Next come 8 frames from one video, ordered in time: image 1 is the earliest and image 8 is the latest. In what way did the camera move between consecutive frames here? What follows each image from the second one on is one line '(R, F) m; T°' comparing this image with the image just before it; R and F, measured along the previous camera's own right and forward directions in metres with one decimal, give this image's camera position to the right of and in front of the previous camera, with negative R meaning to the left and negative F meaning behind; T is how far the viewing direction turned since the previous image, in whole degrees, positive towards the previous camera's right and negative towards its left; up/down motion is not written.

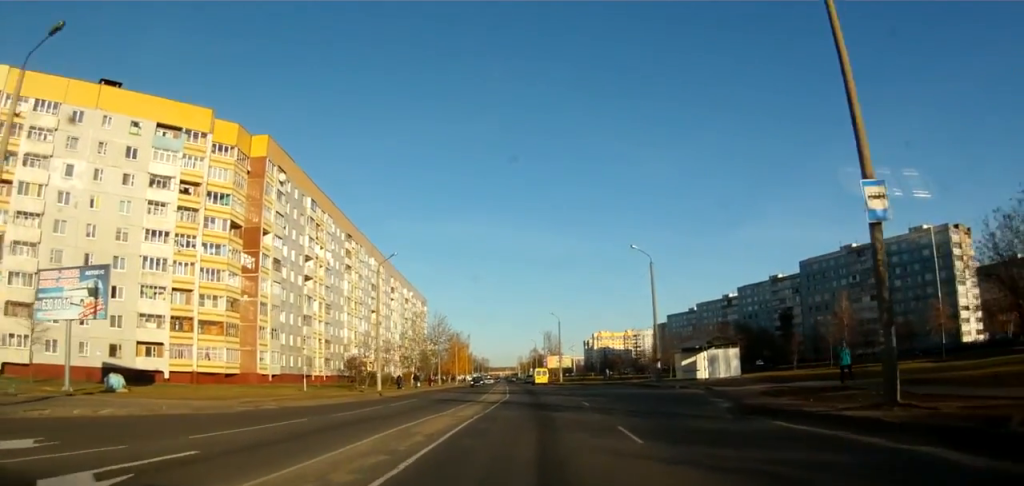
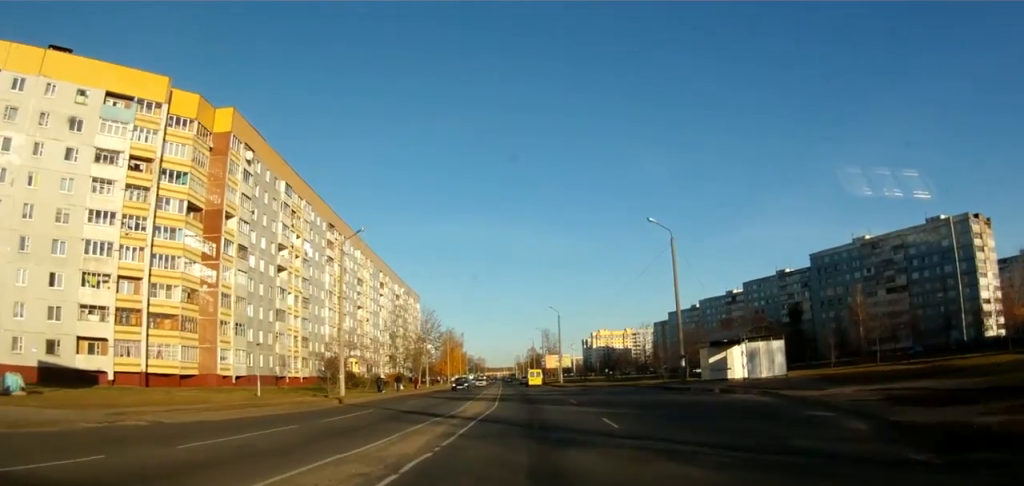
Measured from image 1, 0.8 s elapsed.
(0.0, +8.7) m; -2°
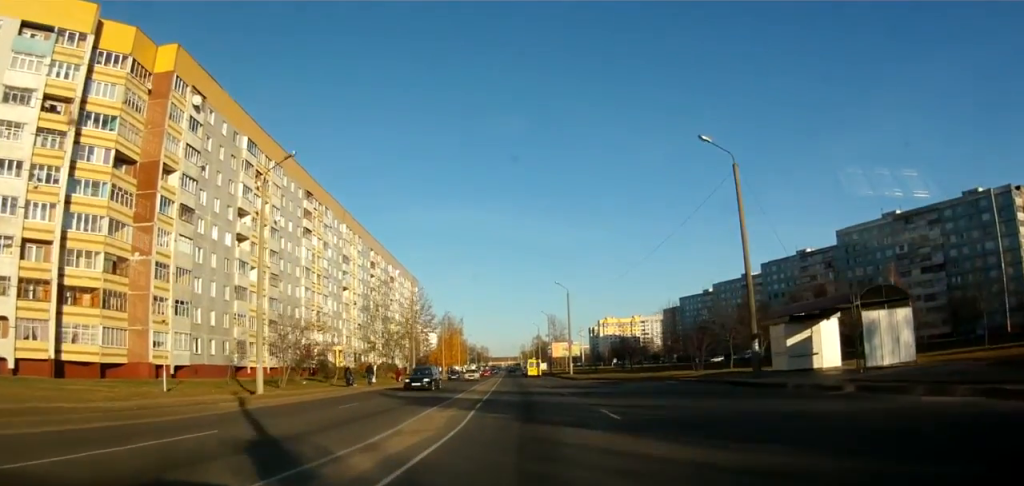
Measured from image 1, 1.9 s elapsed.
(-0.6, +12.6) m; -3°
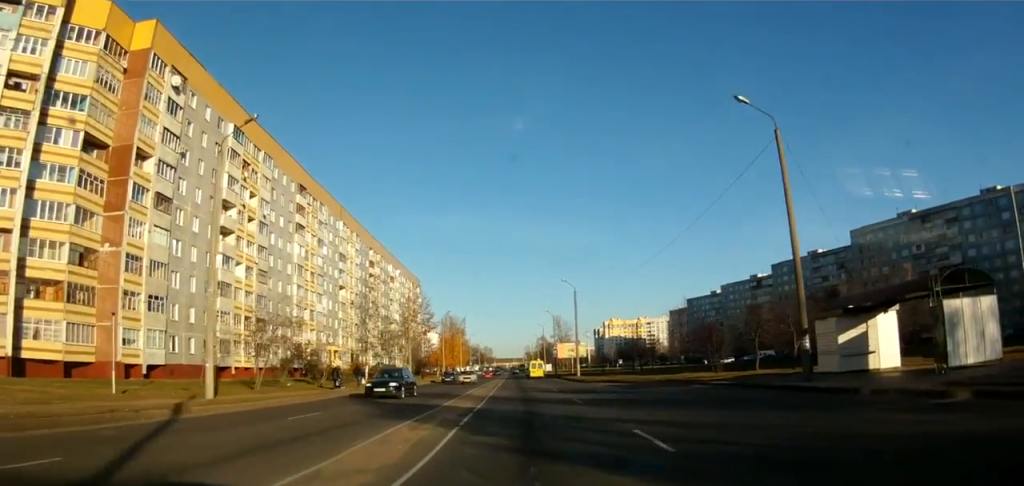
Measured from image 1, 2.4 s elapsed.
(-0.2, +5.1) m; 0°
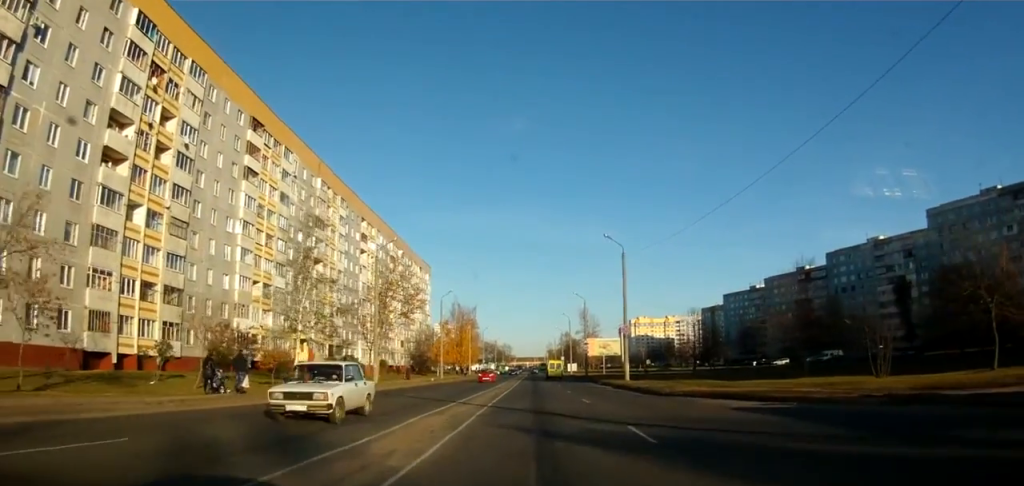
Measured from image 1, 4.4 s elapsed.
(0.0, +23.7) m; -2°
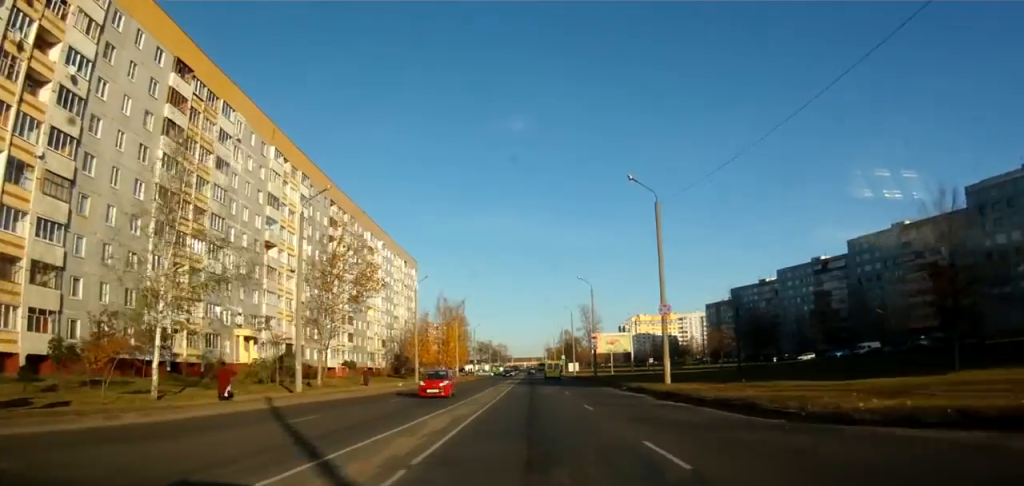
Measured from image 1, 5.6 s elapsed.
(0.0, +15.3) m; +1°
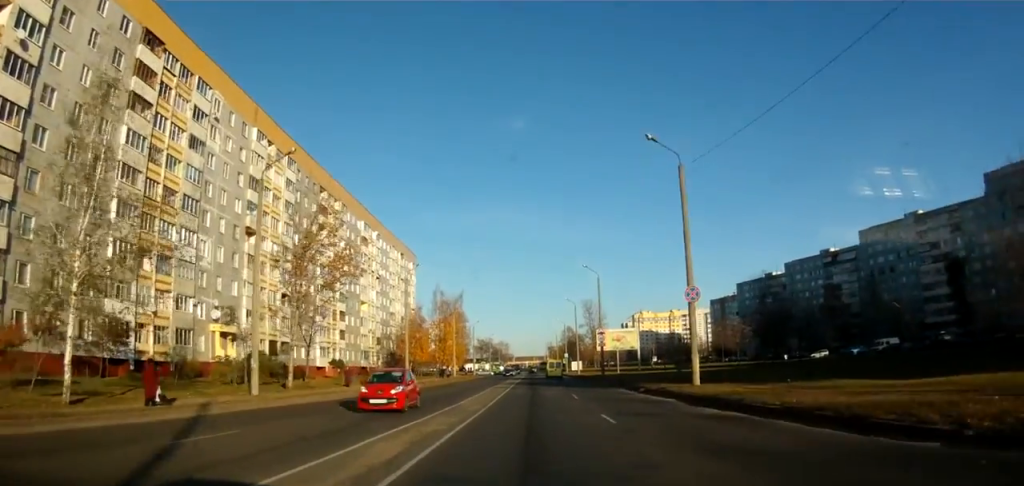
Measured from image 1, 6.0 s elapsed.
(0.0, +5.5) m; 0°
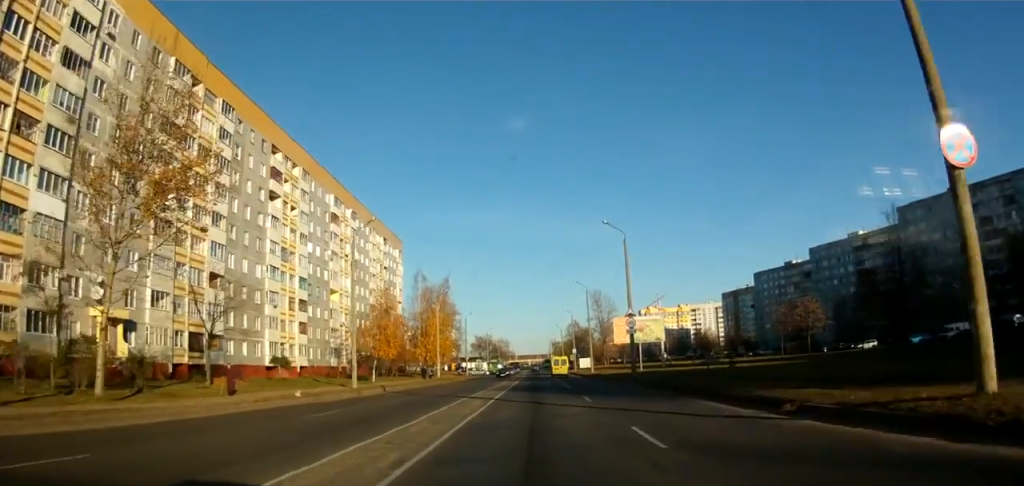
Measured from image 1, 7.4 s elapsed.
(0.0, +17.9) m; -2°
